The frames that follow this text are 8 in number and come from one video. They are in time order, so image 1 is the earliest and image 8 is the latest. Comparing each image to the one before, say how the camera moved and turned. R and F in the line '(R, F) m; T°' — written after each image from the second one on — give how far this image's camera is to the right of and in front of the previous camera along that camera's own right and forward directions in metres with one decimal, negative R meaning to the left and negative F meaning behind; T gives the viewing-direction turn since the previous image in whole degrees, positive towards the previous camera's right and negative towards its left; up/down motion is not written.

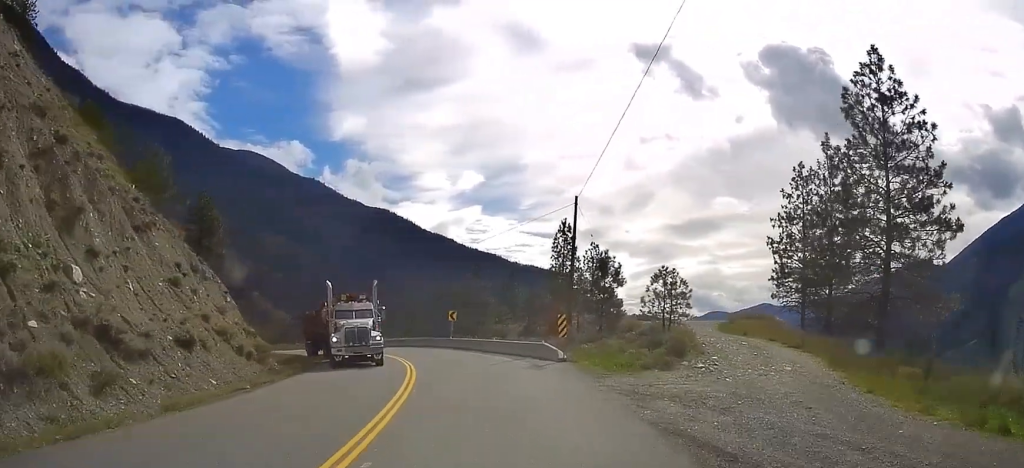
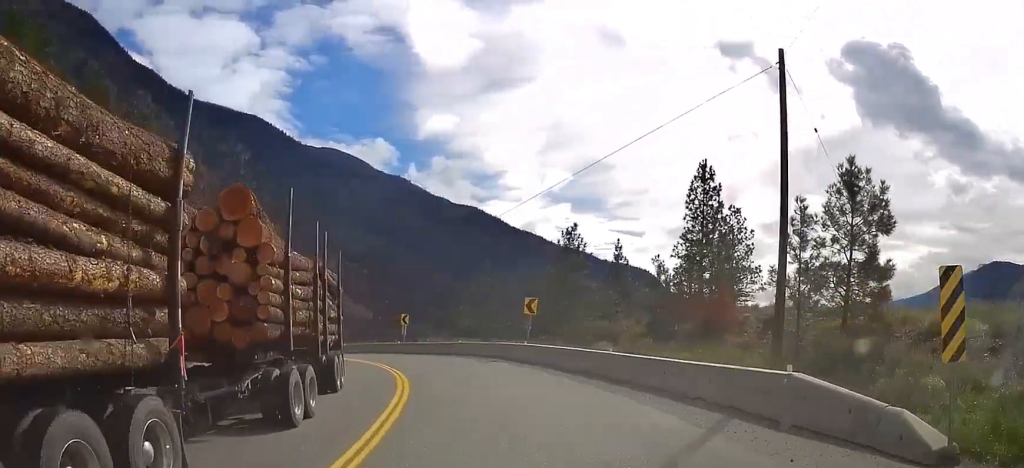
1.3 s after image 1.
(-1.8, +20.2) m; -9°
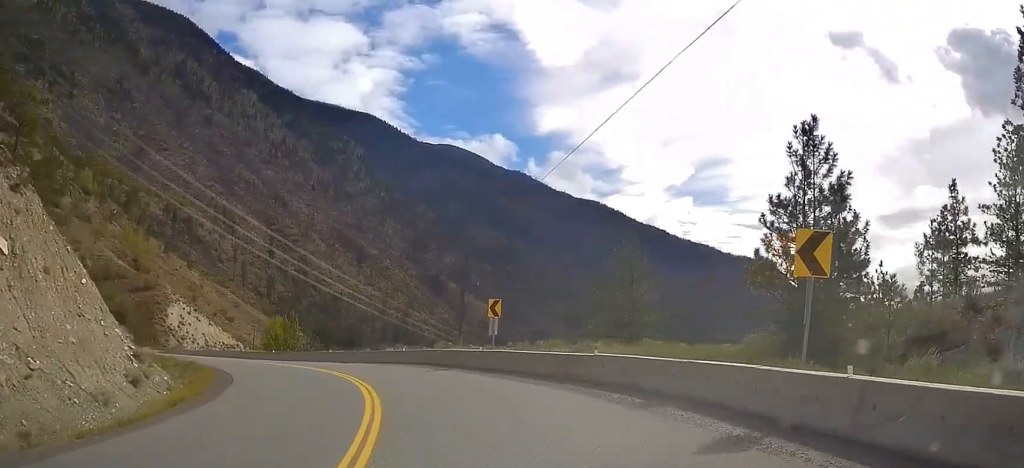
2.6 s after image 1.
(-2.1, +20.2) m; -14°
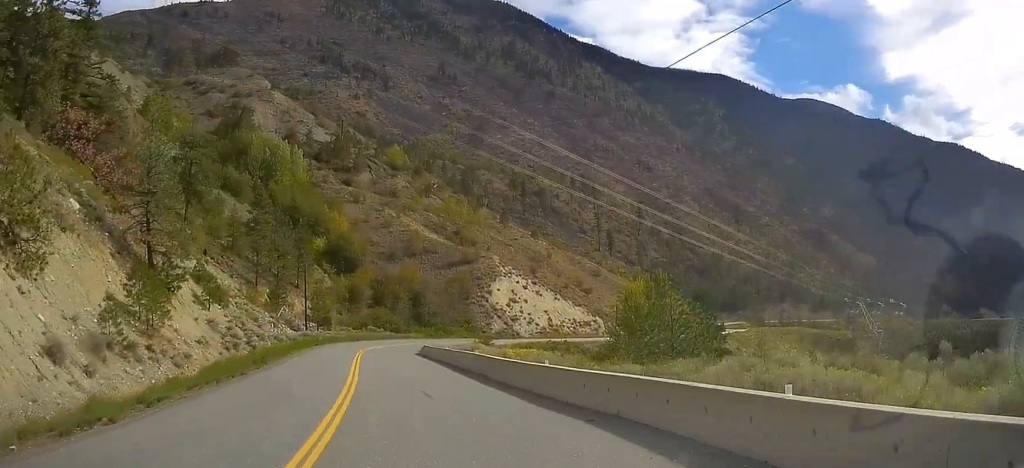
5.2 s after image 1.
(-8.9, +36.0) m; -28°
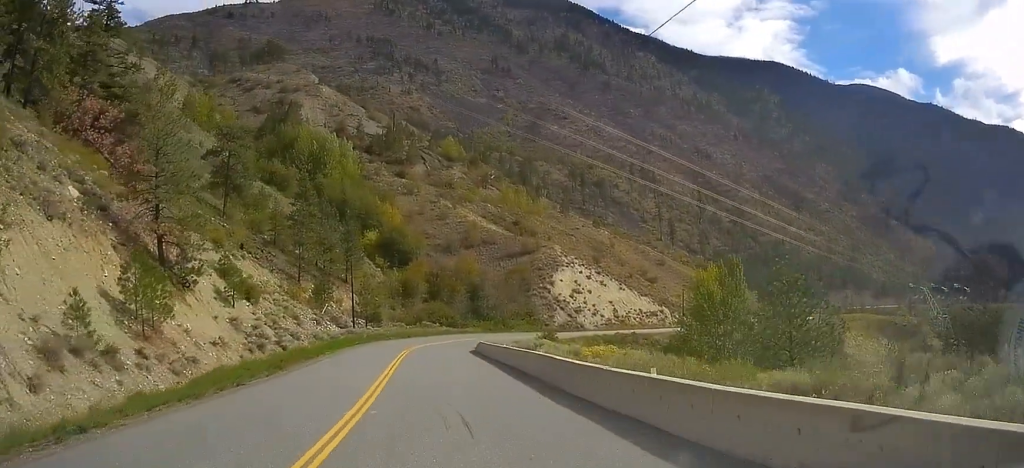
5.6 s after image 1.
(0.0, +5.8) m; -4°
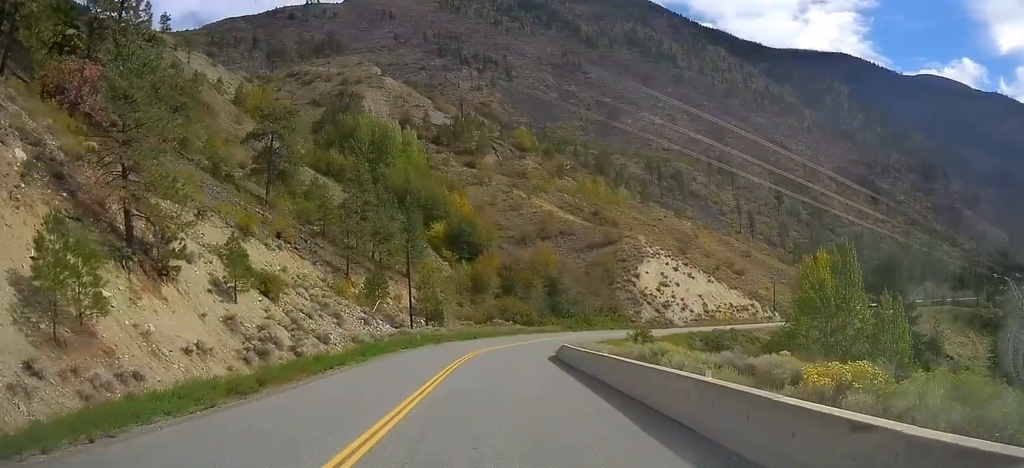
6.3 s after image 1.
(-1.0, +10.6) m; -5°
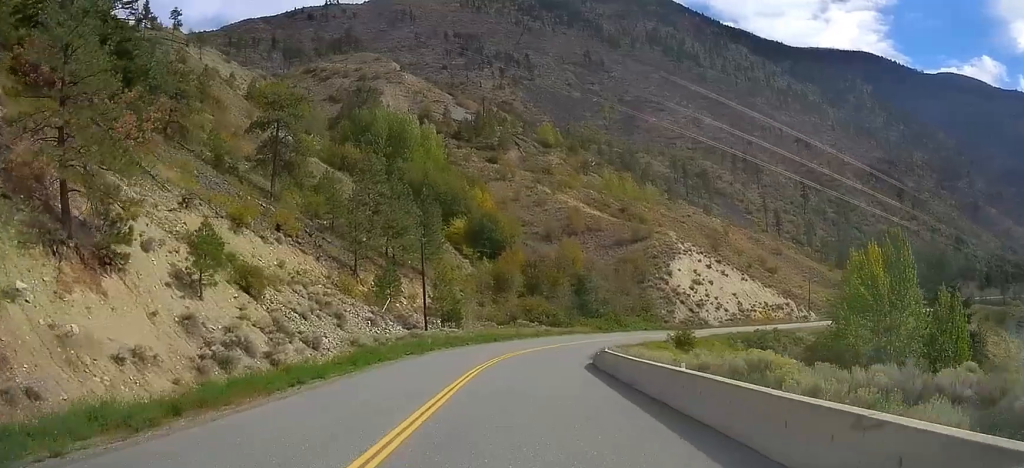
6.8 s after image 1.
(-0.3, +6.3) m; -3°
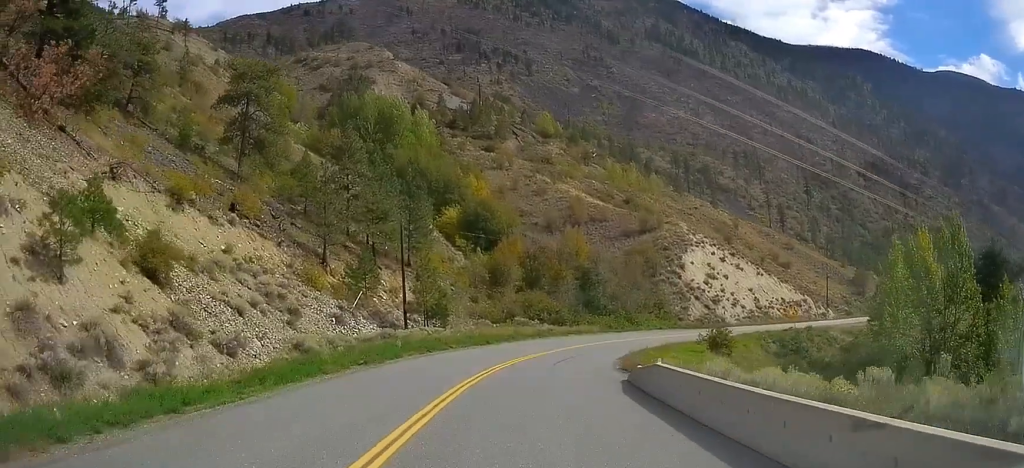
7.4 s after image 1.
(0.0, +9.6) m; +1°
